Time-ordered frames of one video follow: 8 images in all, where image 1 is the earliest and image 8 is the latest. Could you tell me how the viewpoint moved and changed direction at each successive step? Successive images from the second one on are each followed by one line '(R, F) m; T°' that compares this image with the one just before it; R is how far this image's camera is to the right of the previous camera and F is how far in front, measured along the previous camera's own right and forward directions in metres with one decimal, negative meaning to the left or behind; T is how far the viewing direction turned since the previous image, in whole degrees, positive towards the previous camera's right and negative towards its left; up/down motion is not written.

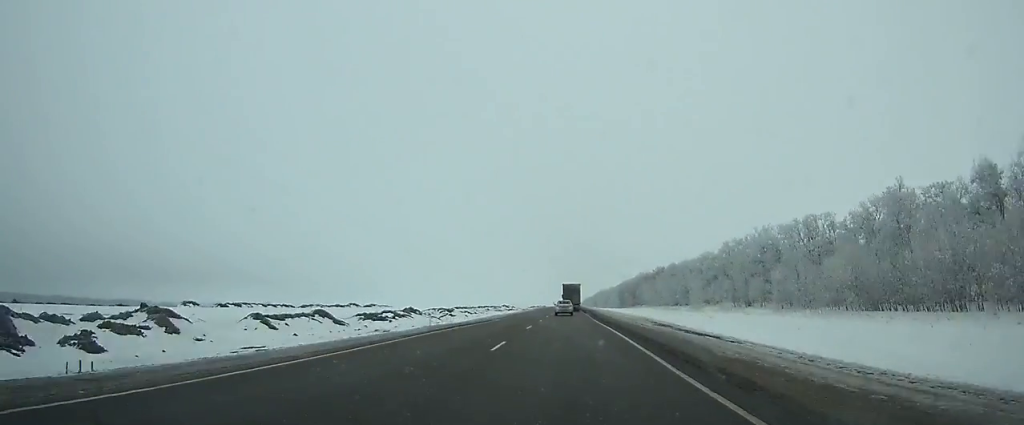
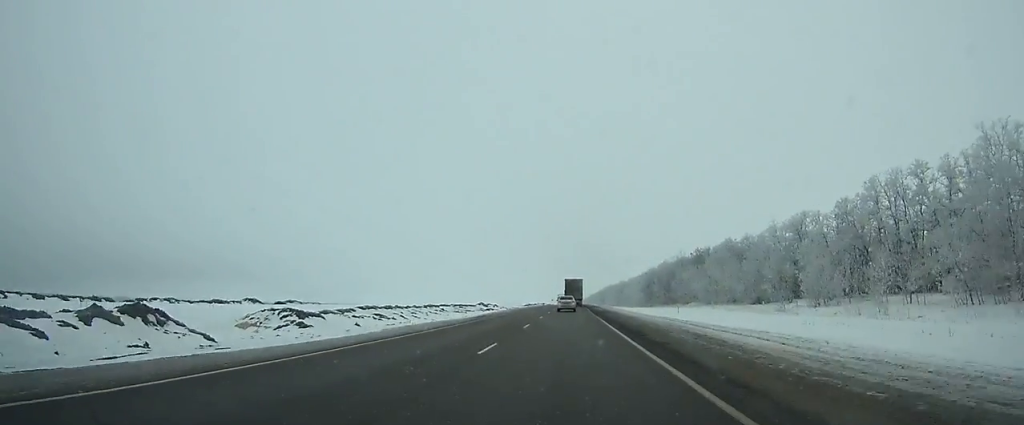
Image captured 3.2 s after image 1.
(+0.2, +73.8) m; 0°
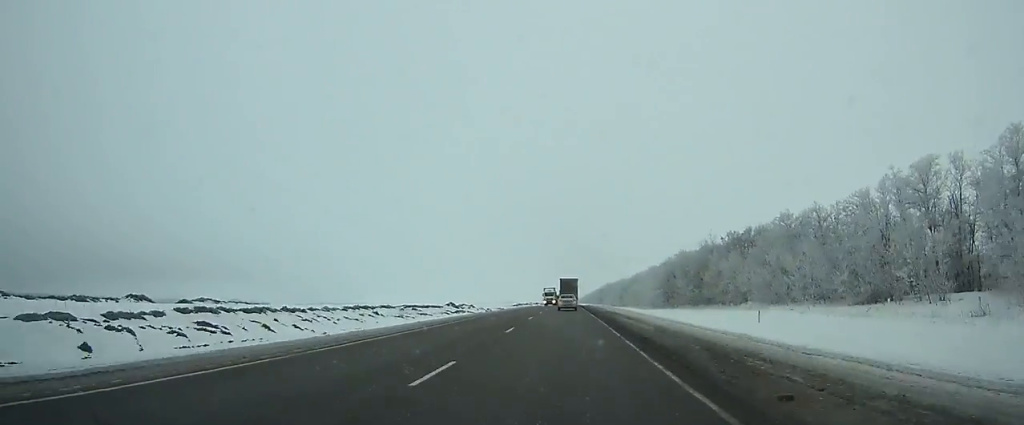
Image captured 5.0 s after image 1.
(0.0, +41.3) m; 0°
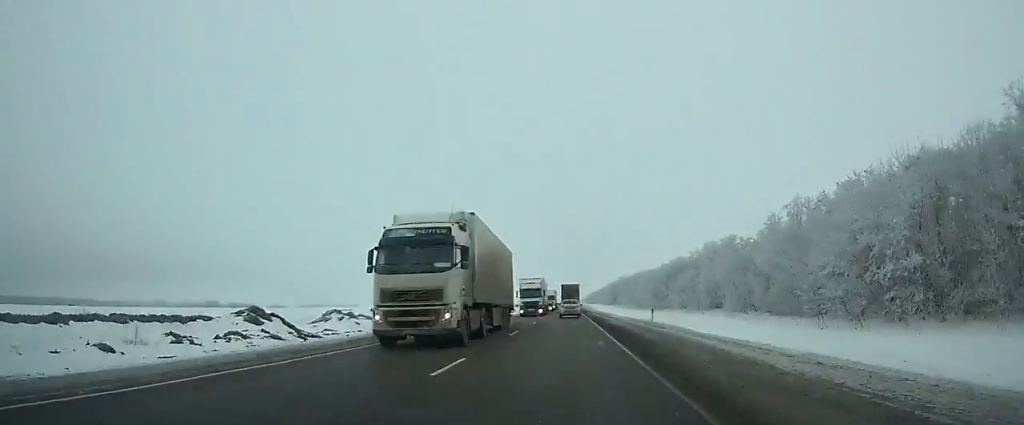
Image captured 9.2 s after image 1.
(-0.1, +95.6) m; 0°
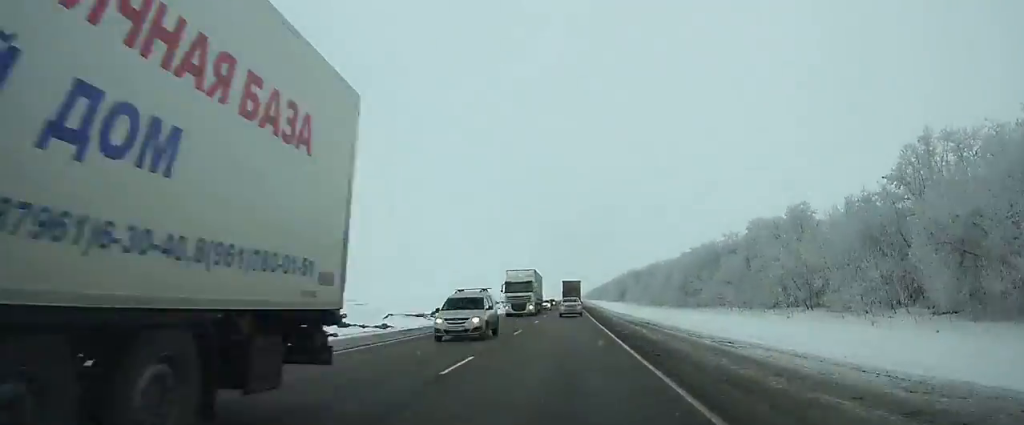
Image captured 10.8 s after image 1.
(0.0, +36.1) m; 0°
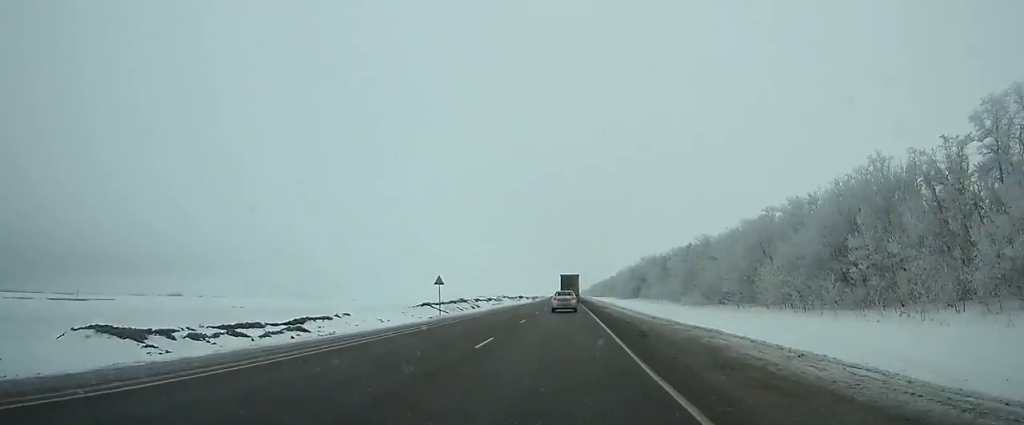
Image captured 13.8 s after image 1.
(0.0, +67.1) m; 0°
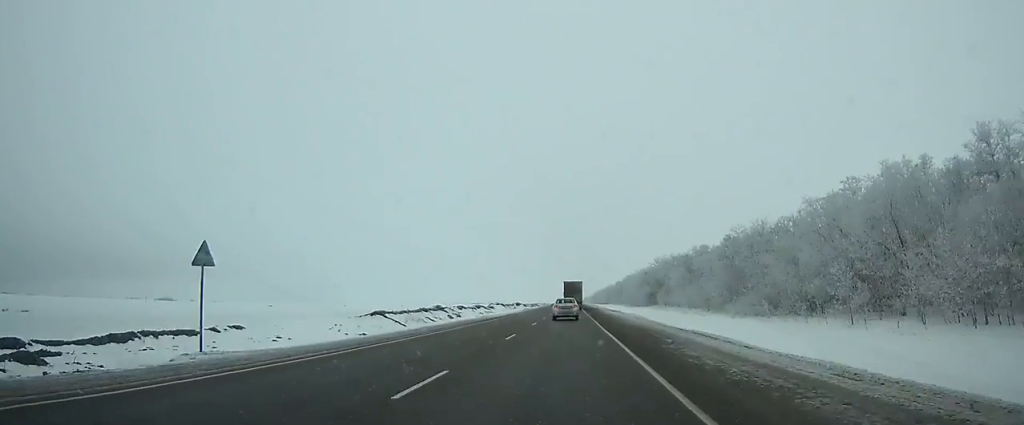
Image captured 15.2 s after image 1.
(-0.1, +31.0) m; 0°
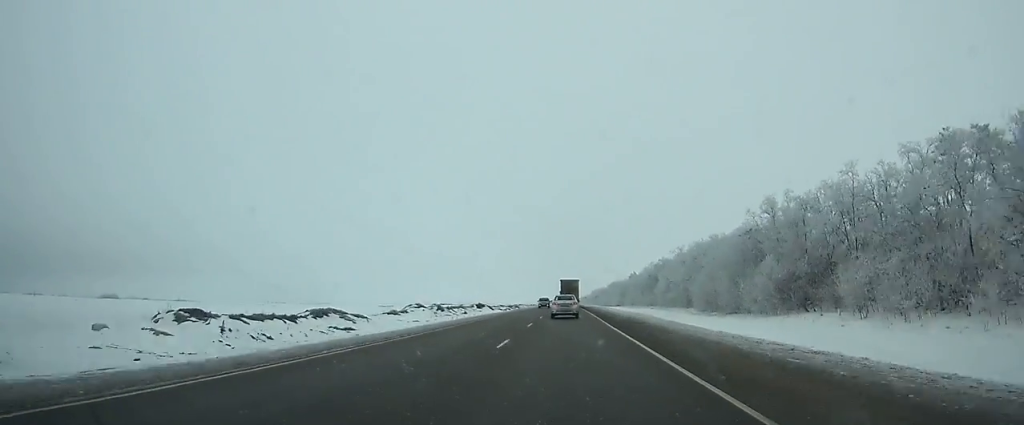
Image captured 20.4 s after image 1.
(+0.3, +113.7) m; 0°
